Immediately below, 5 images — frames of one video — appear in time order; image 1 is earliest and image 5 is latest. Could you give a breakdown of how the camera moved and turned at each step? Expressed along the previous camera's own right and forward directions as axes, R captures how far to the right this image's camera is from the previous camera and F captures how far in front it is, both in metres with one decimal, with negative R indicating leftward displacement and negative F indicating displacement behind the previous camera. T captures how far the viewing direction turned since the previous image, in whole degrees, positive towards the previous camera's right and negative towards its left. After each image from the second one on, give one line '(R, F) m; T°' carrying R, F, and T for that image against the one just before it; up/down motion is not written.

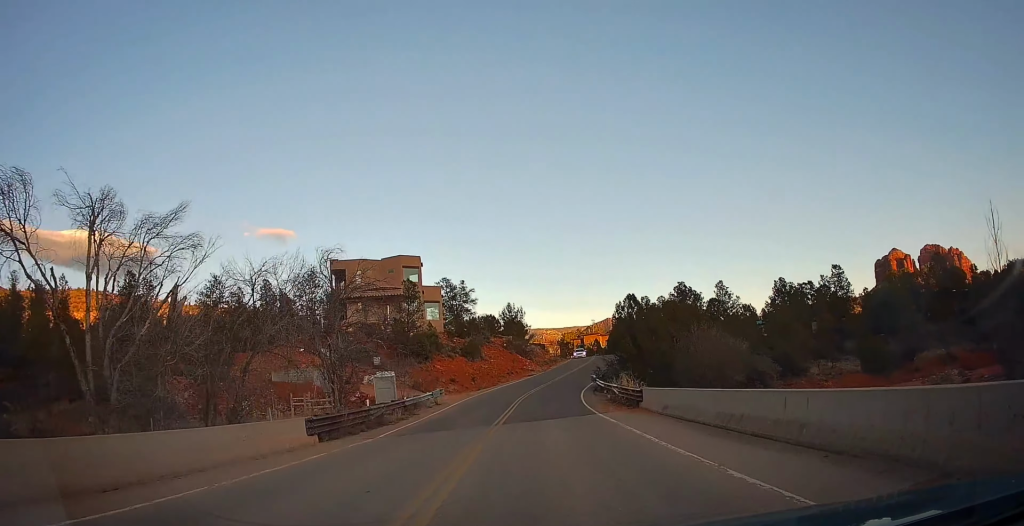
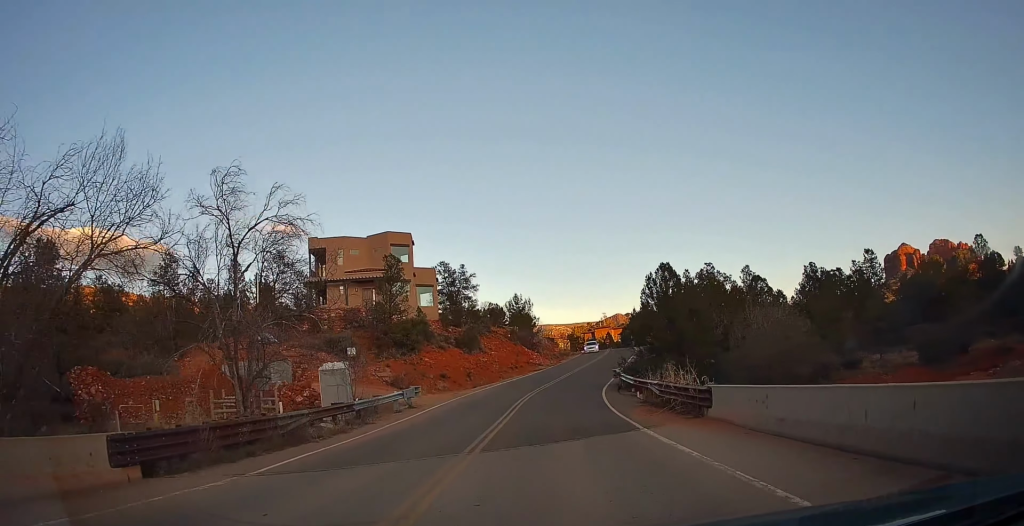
(-0.3, +8.7) m; -1°
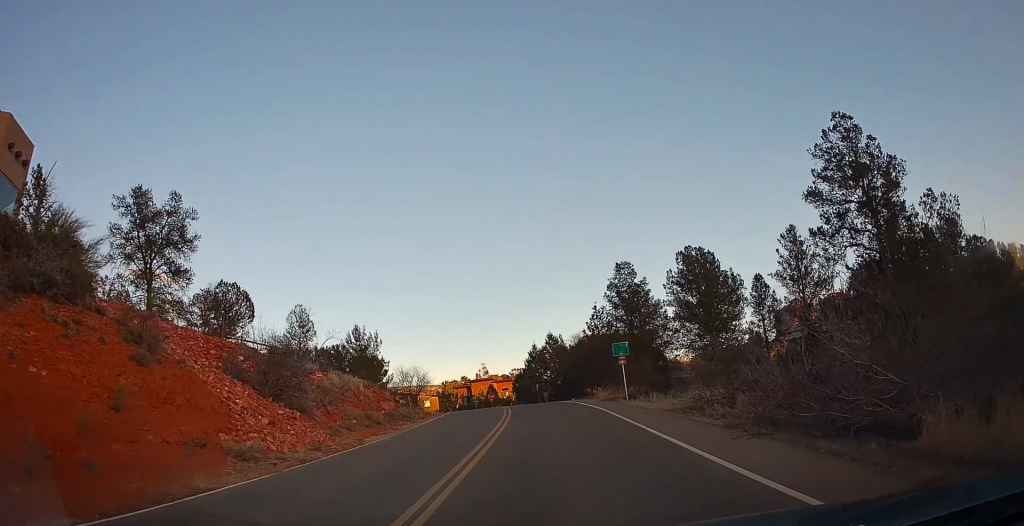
(+1.0, +47.0) m; +6°
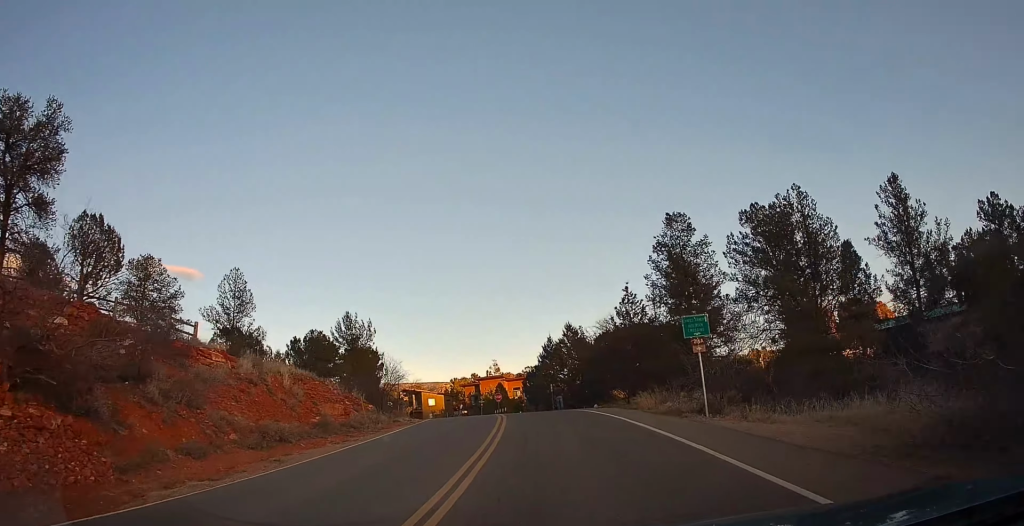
(+0.1, +12.6) m; +1°
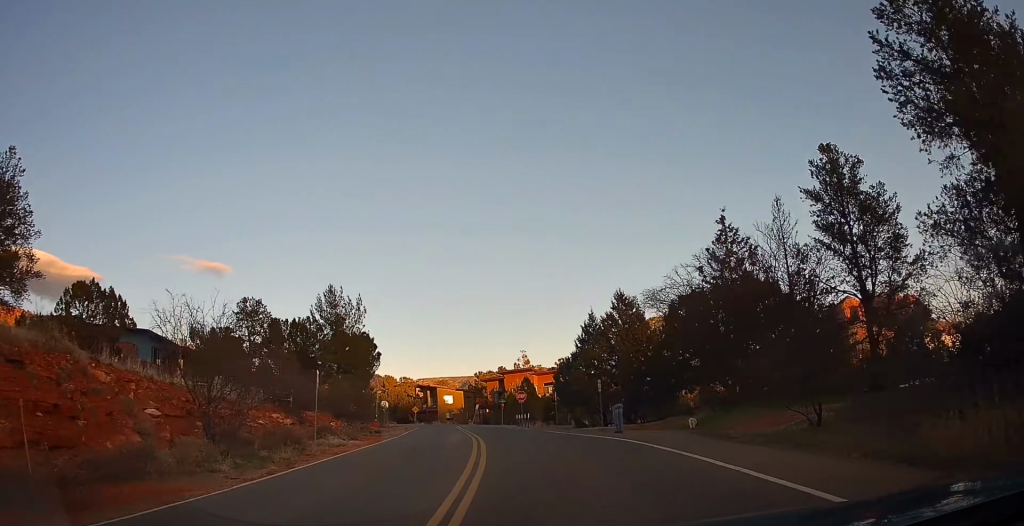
(+0.6, +20.8) m; 0°
